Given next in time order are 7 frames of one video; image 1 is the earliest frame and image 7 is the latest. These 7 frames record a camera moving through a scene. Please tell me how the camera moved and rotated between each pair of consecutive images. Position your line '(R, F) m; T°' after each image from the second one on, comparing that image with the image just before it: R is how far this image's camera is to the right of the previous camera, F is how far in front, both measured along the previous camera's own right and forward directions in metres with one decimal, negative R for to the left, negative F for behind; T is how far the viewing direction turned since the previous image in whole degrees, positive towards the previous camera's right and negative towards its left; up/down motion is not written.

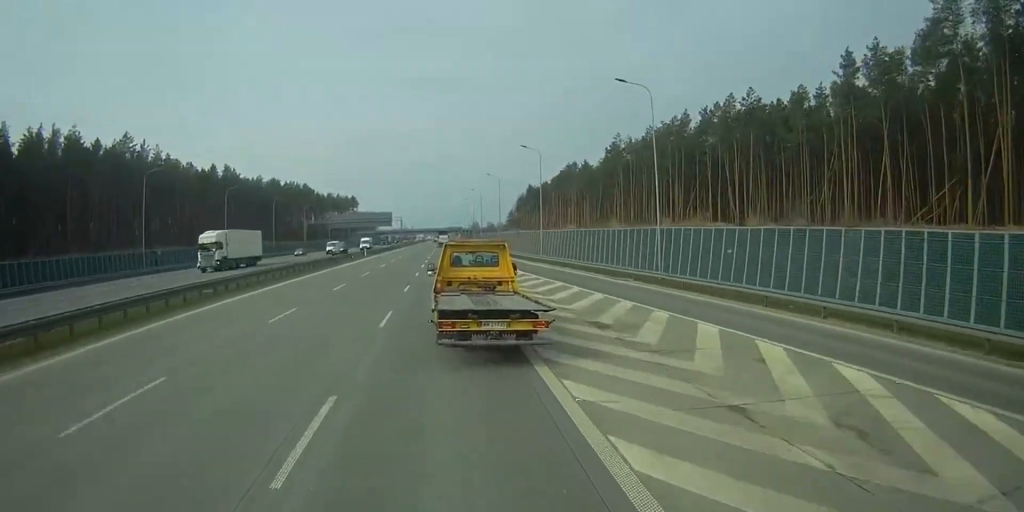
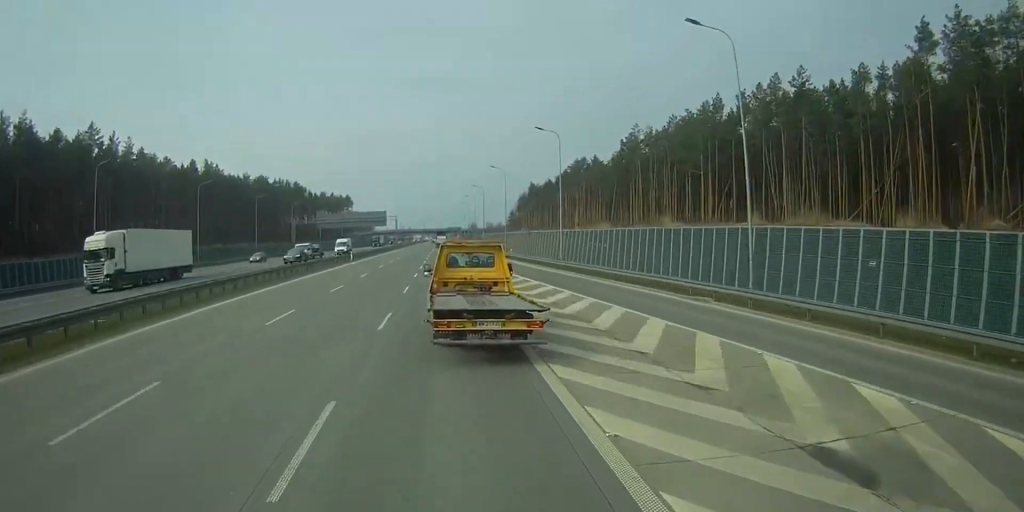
(0.0, +12.2) m; 0°
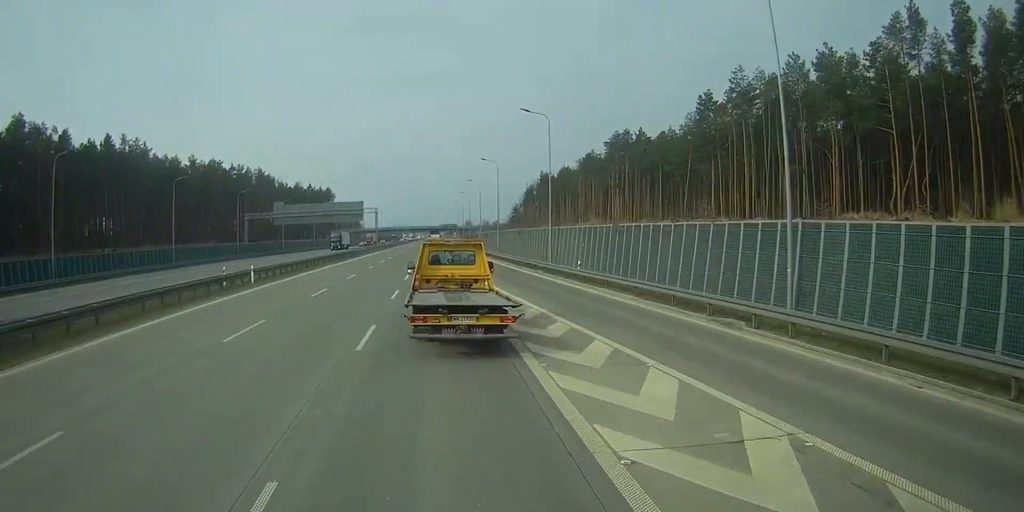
(0.0, +38.7) m; 0°
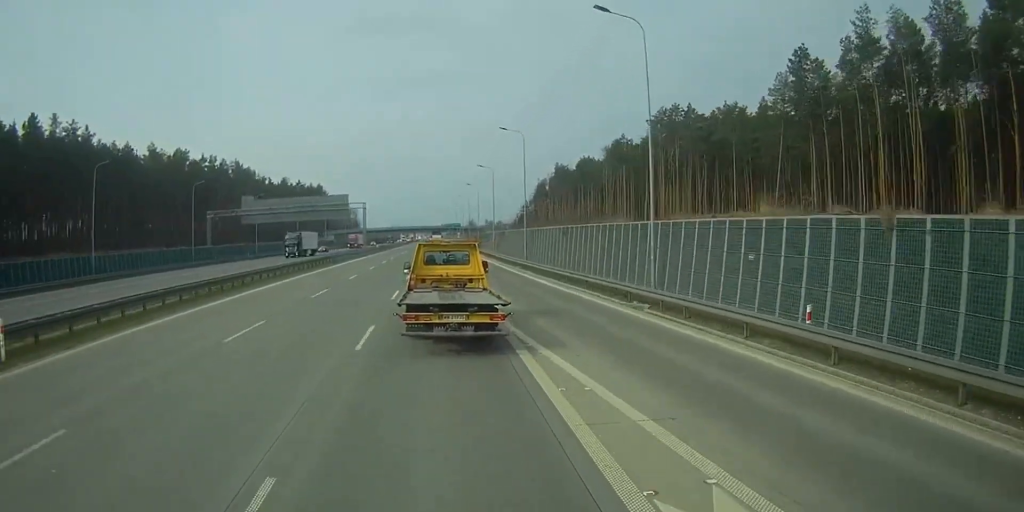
(0.0, +23.4) m; 0°
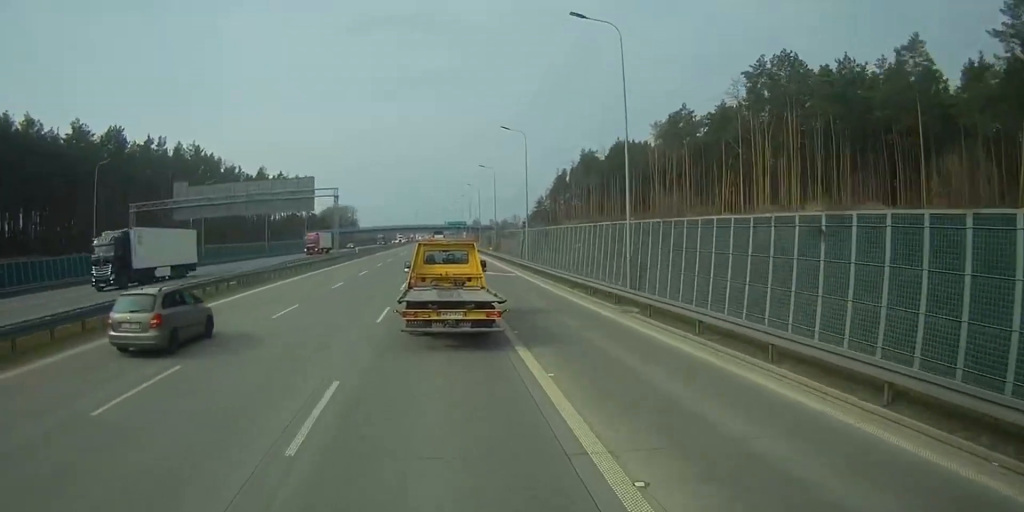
(+0.1, +31.6) m; 0°
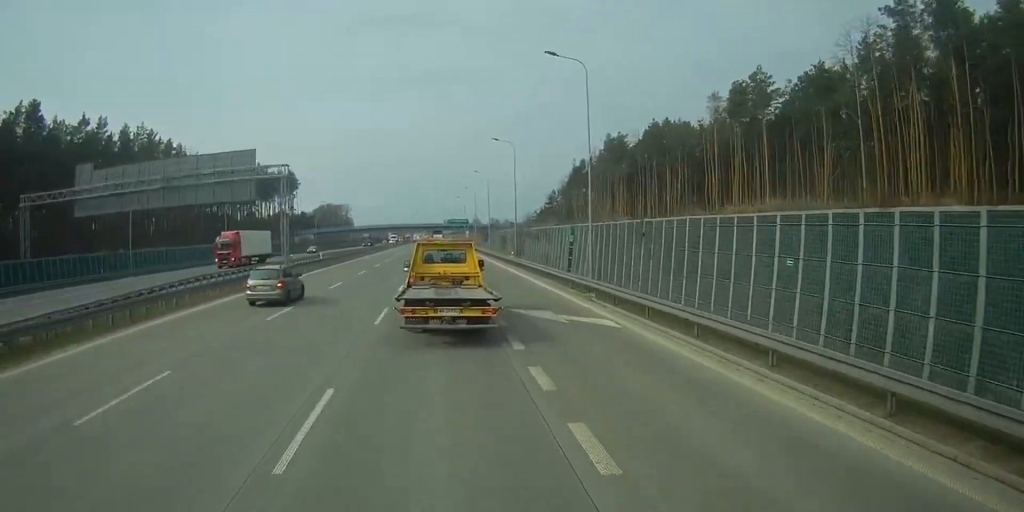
(-0.1, +24.5) m; 0°
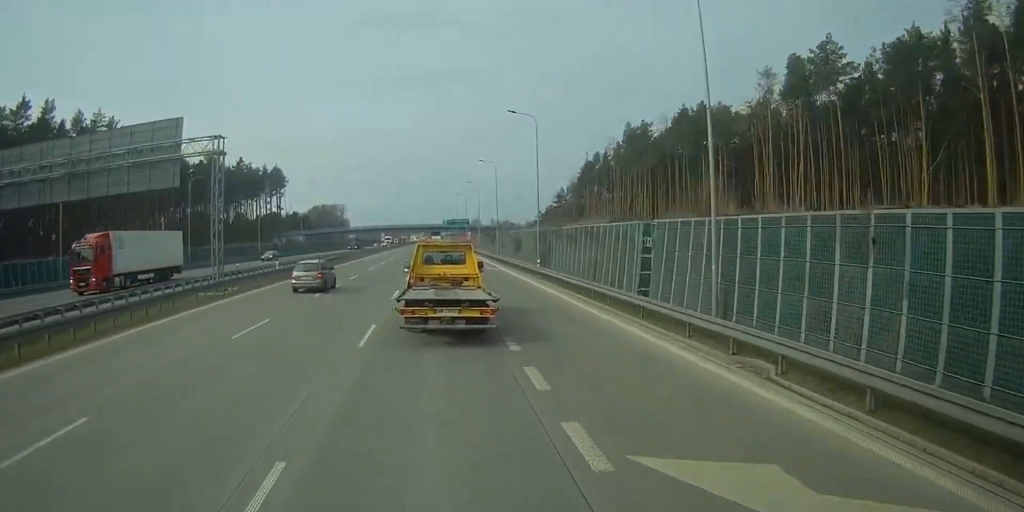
(+0.1, +15.3) m; 0°
